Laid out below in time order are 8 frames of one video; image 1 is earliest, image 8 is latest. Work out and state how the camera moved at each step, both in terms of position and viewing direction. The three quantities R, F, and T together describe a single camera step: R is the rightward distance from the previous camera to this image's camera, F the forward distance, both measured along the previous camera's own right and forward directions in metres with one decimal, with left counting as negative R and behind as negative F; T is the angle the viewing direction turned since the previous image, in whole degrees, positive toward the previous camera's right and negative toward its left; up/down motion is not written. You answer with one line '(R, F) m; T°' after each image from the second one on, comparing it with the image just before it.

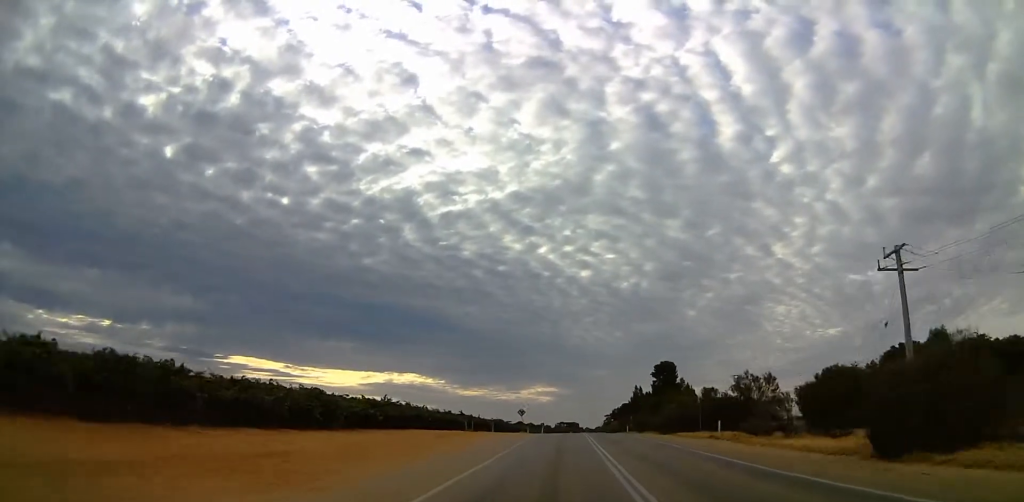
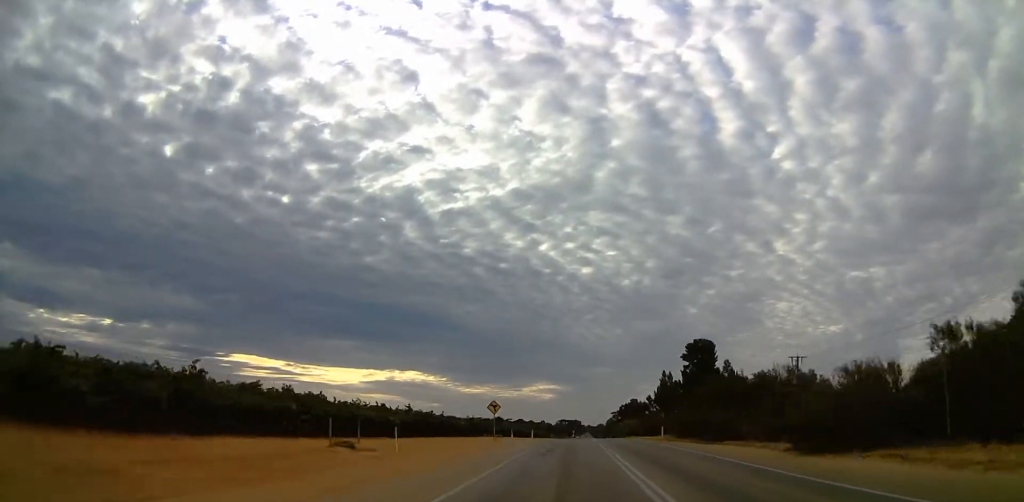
(0.0, +31.0) m; +1°
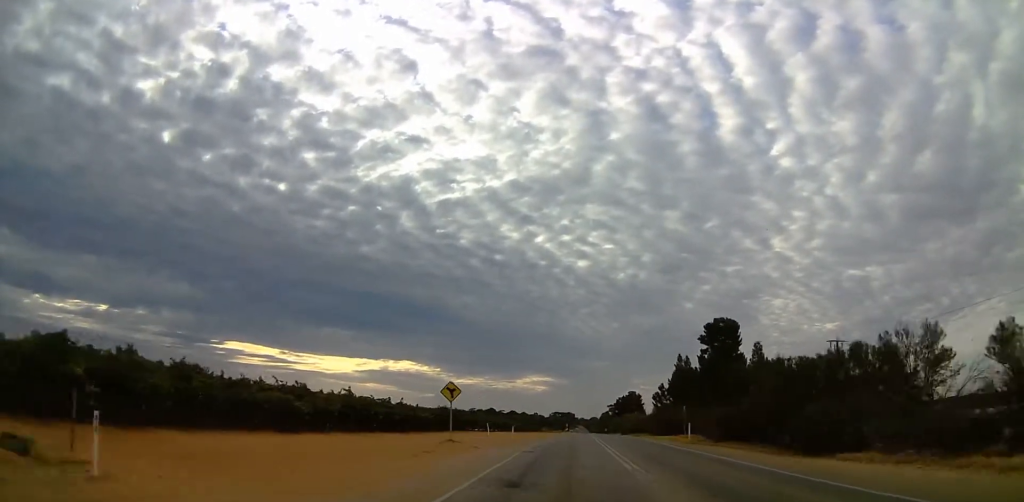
(+0.1, +15.8) m; +1°
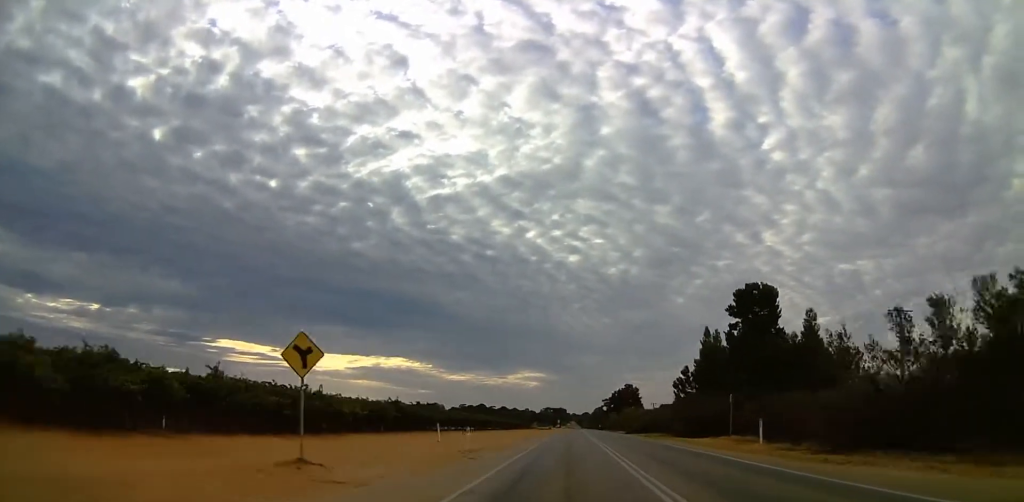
(+0.3, +17.4) m; +1°
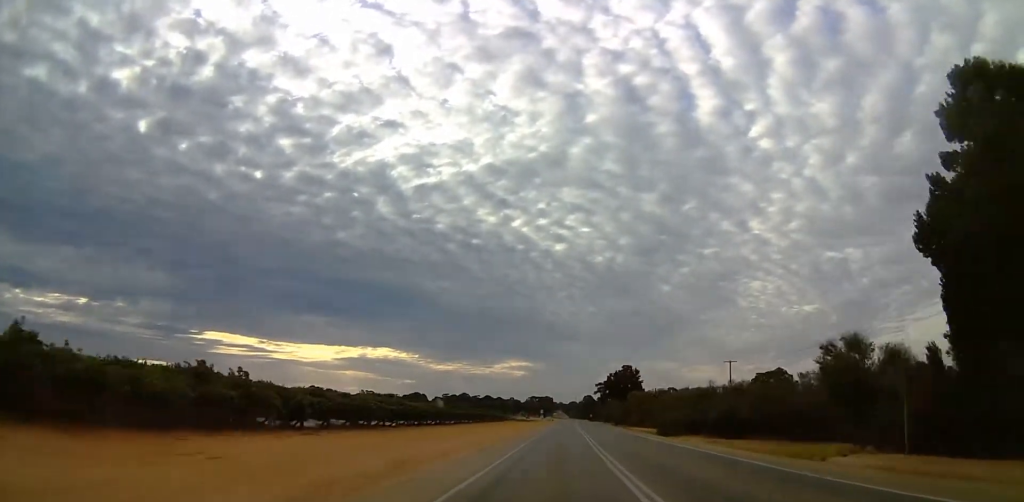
(+0.5, +38.8) m; +1°
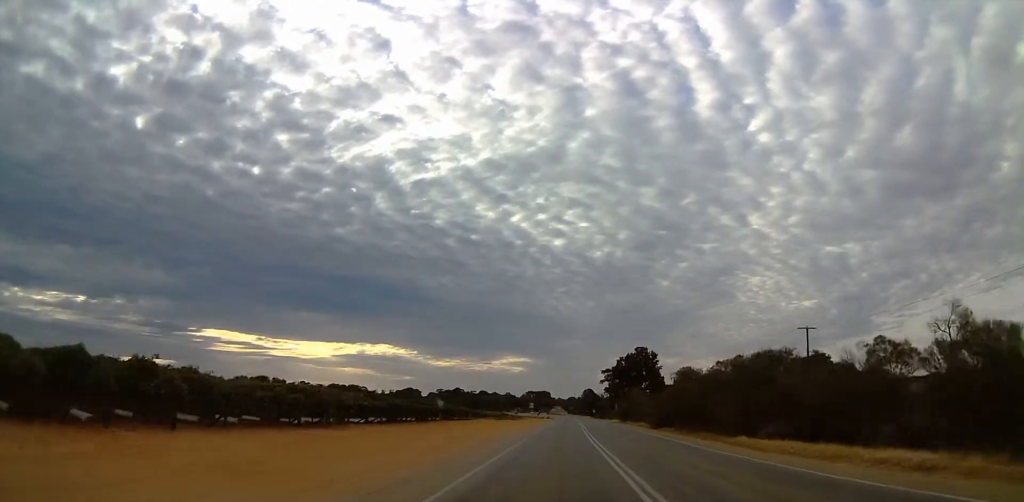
(-0.2, +37.8) m; -1°
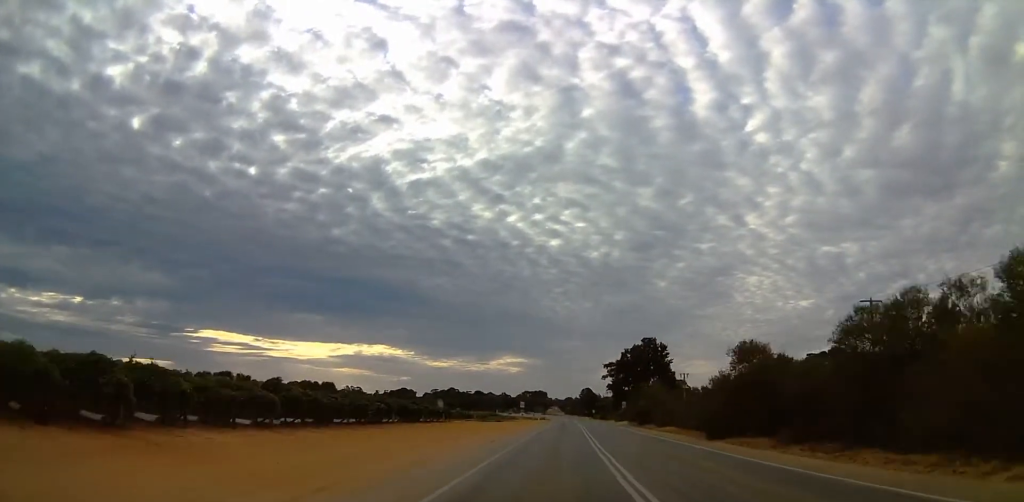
(0.0, +17.9) m; -1°
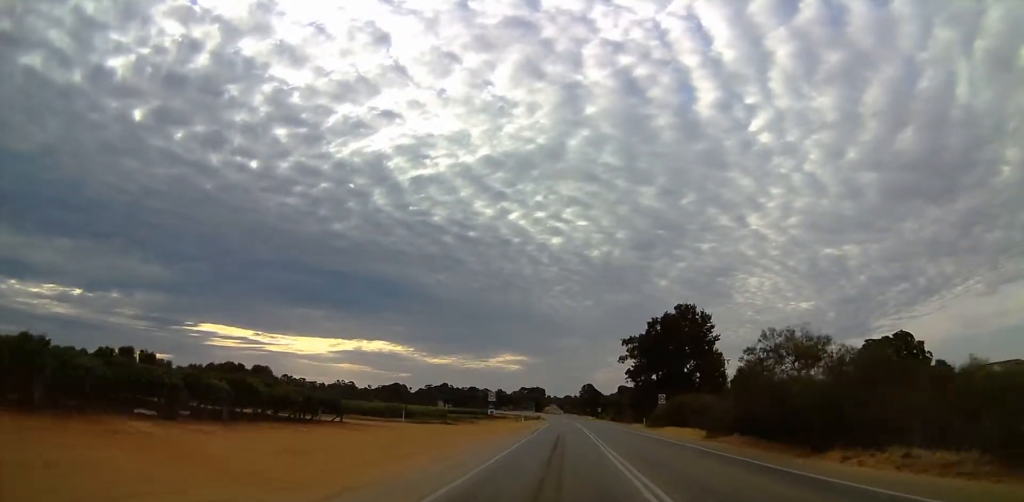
(-0.5, +38.6) m; 0°
